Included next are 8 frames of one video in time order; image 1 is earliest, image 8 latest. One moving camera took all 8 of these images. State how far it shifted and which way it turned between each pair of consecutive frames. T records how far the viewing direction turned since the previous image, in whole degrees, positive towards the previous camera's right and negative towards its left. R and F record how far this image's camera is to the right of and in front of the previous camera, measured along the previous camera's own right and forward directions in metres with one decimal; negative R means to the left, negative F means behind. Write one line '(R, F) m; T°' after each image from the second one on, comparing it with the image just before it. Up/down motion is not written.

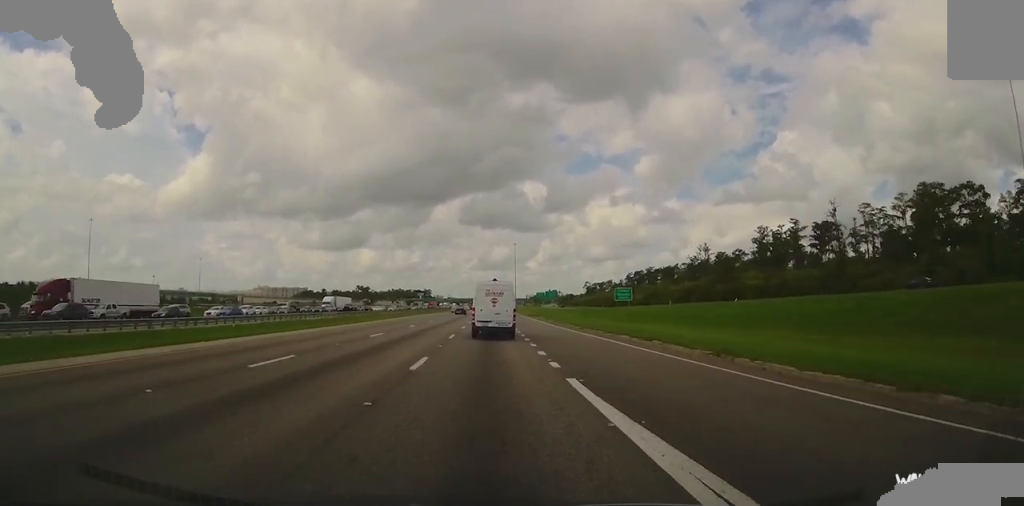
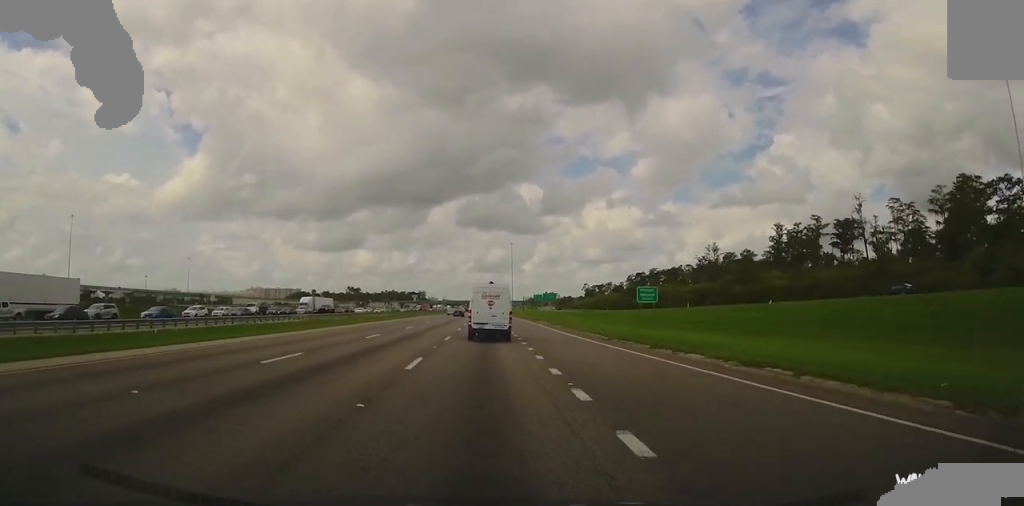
(0.0, +12.5) m; 0°
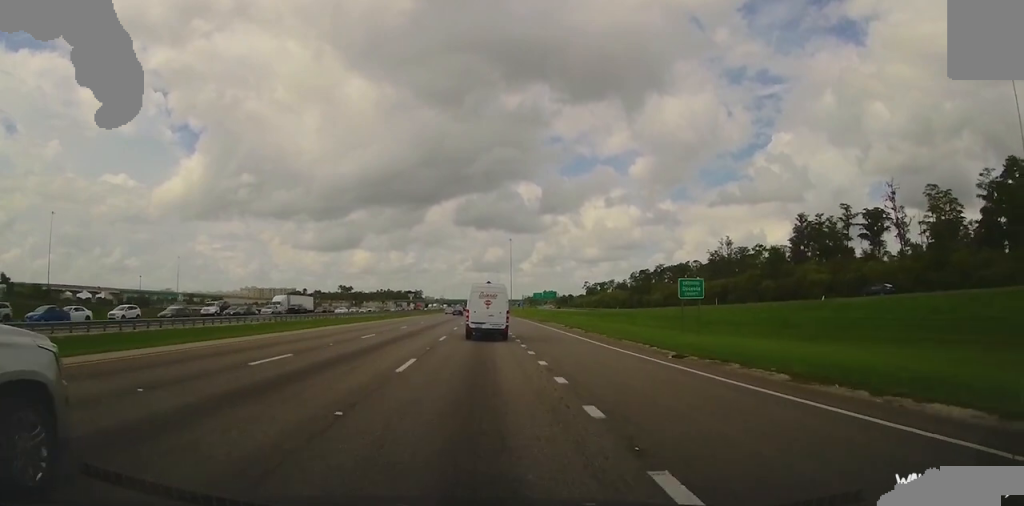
(0.0, +13.4) m; 0°
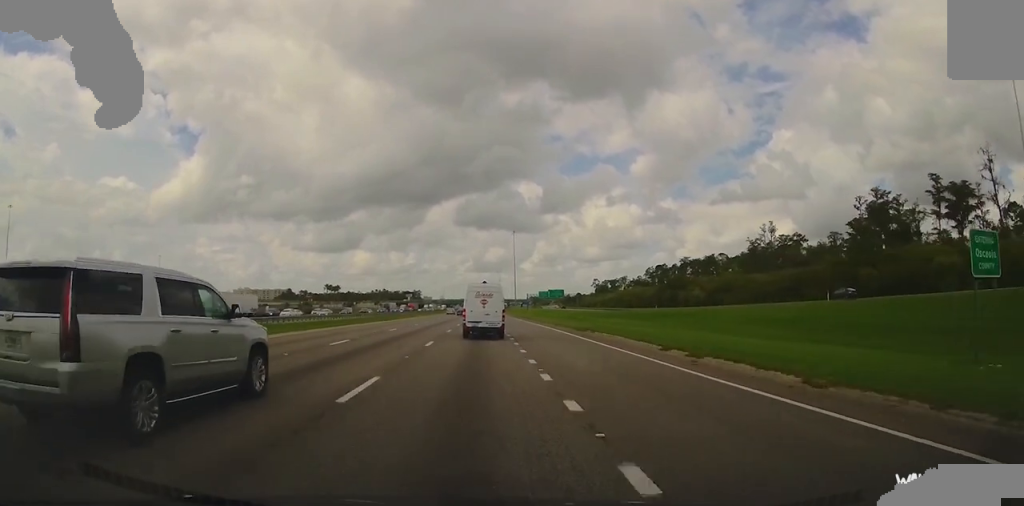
(+0.2, +29.4) m; 0°
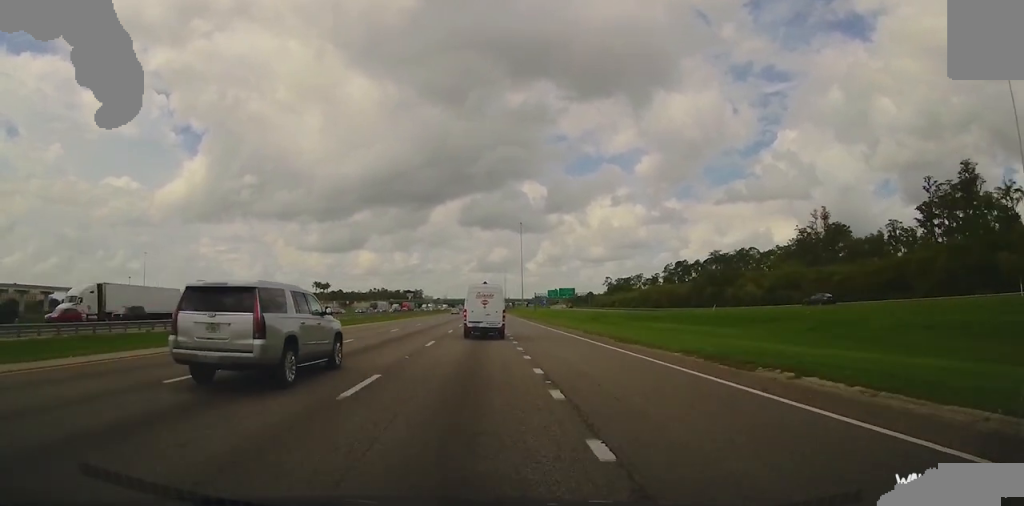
(-0.2, +25.2) m; -1°
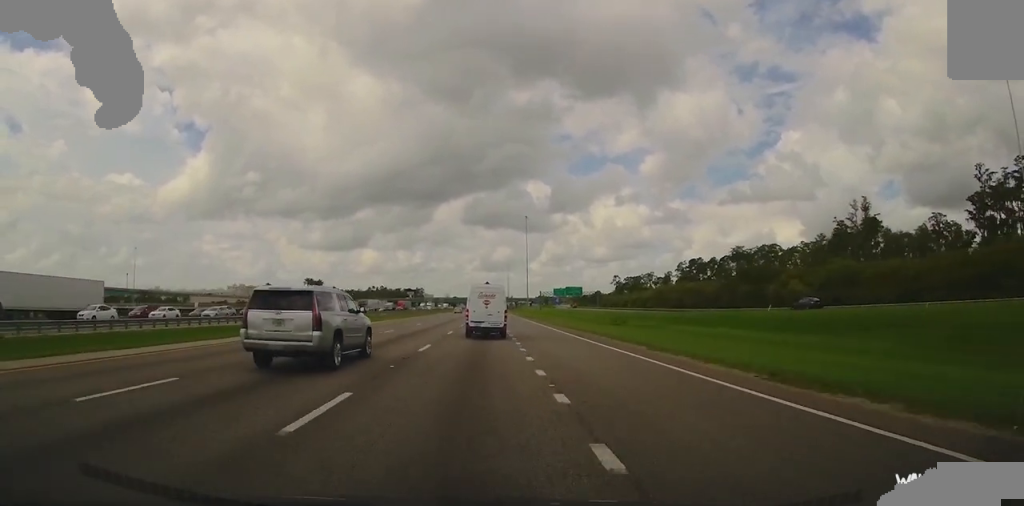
(-0.2, +15.4) m; -1°
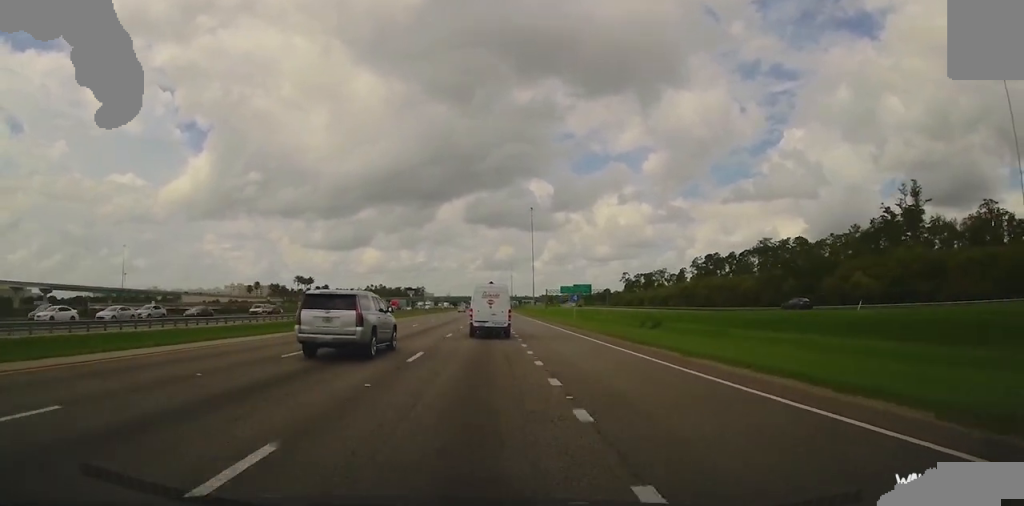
(-0.1, +16.3) m; 0°
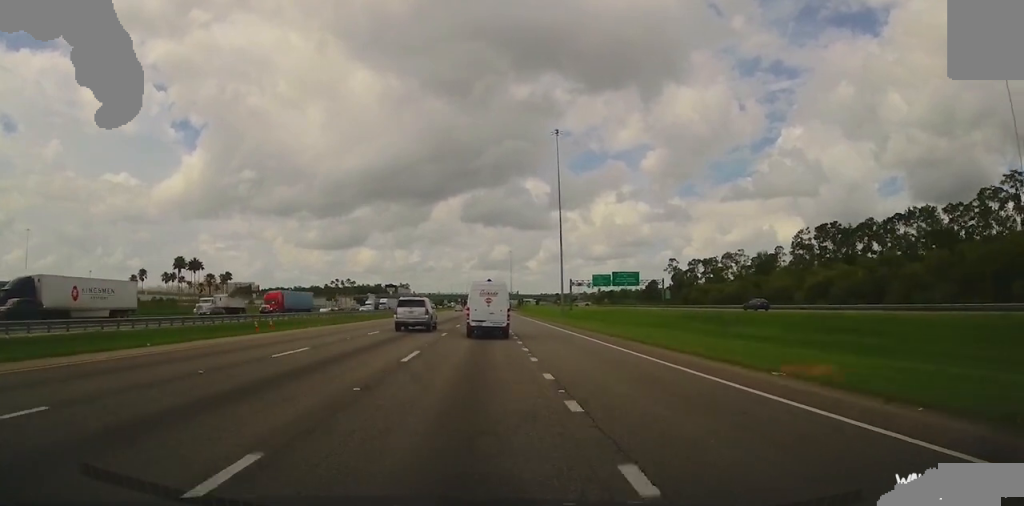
(+2.1, +89.7) m; 0°
